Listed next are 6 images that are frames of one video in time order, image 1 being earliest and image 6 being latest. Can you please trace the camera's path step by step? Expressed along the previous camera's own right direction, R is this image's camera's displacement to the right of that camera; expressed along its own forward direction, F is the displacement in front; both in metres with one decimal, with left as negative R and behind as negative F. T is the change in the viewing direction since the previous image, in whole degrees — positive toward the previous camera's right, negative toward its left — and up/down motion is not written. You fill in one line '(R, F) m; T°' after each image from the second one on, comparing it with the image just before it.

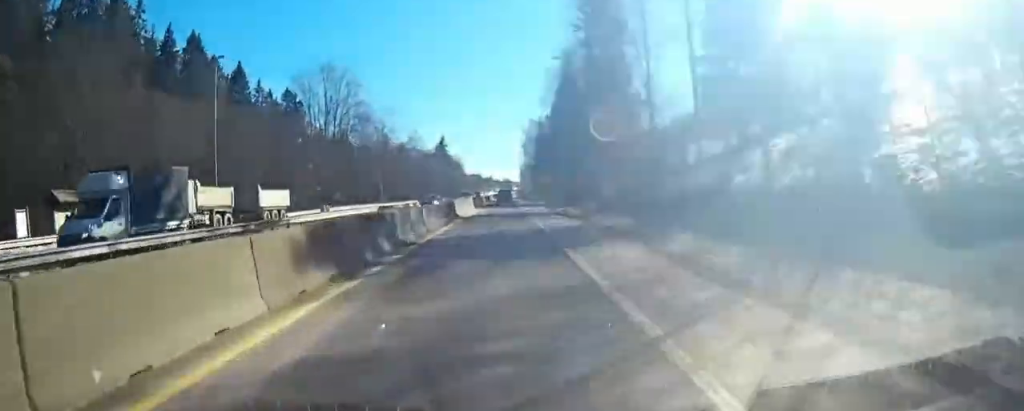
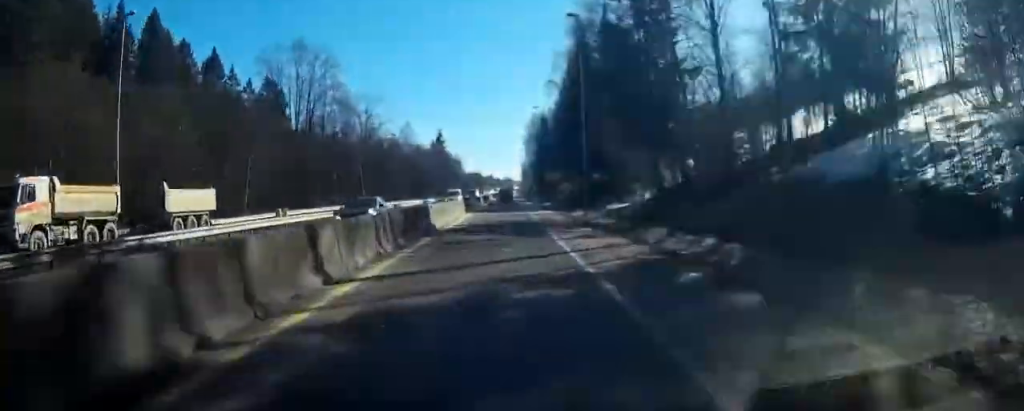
(-0.2, +12.6) m; -1°
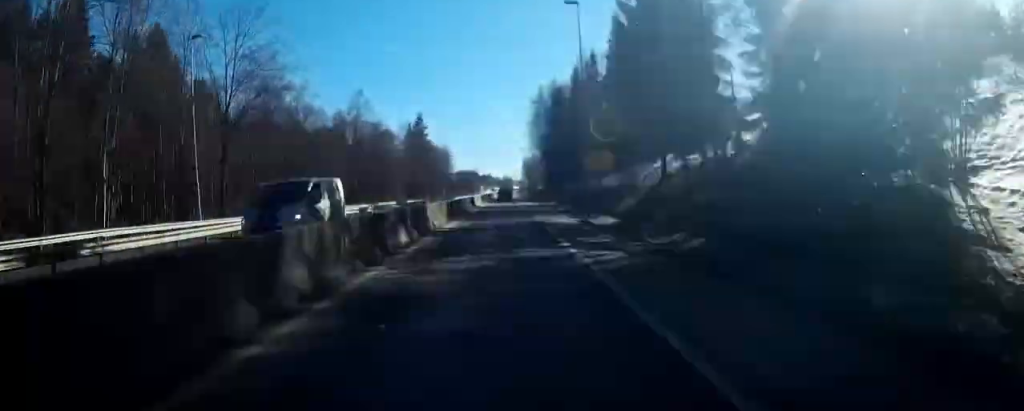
(-0.8, +44.5) m; -1°
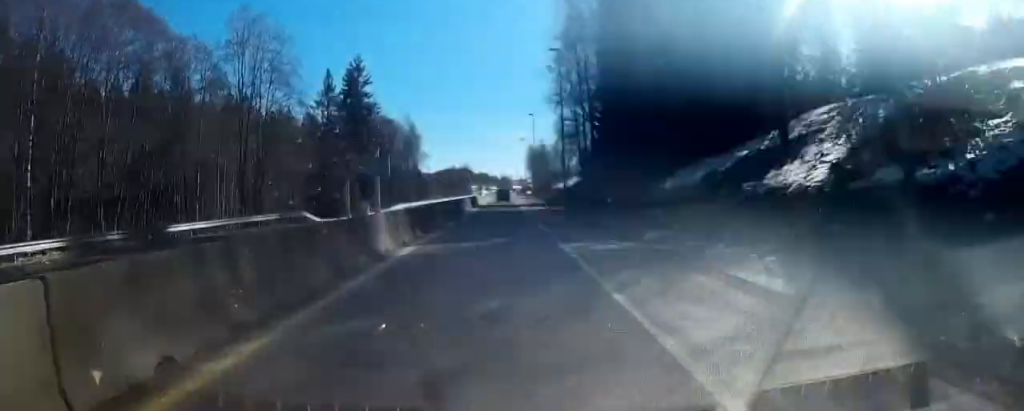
(-0.2, +68.3) m; 0°
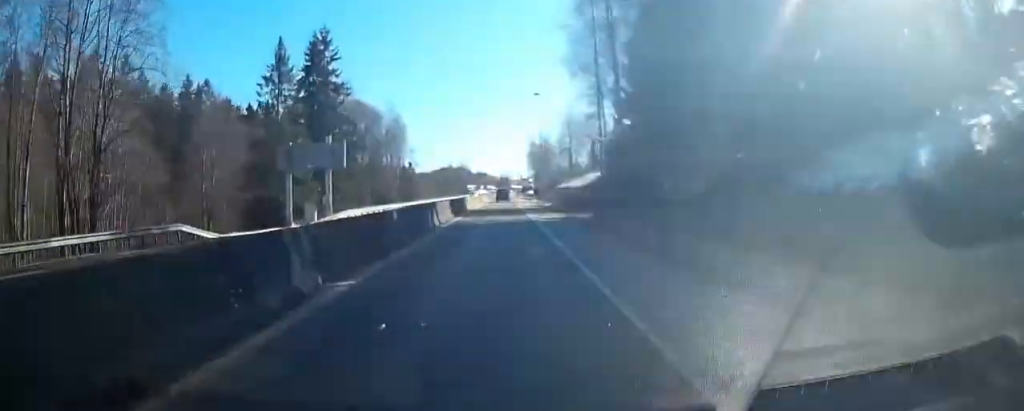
(+0.1, +18.0) m; 0°
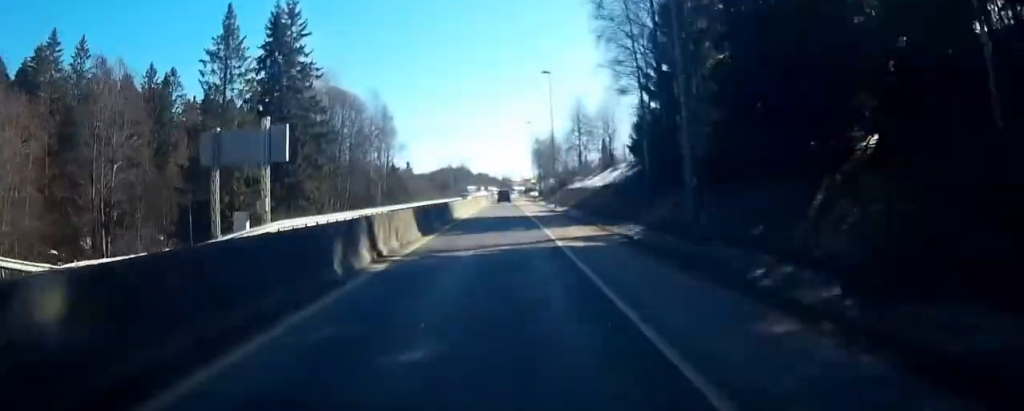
(0.0, +13.2) m; 0°
